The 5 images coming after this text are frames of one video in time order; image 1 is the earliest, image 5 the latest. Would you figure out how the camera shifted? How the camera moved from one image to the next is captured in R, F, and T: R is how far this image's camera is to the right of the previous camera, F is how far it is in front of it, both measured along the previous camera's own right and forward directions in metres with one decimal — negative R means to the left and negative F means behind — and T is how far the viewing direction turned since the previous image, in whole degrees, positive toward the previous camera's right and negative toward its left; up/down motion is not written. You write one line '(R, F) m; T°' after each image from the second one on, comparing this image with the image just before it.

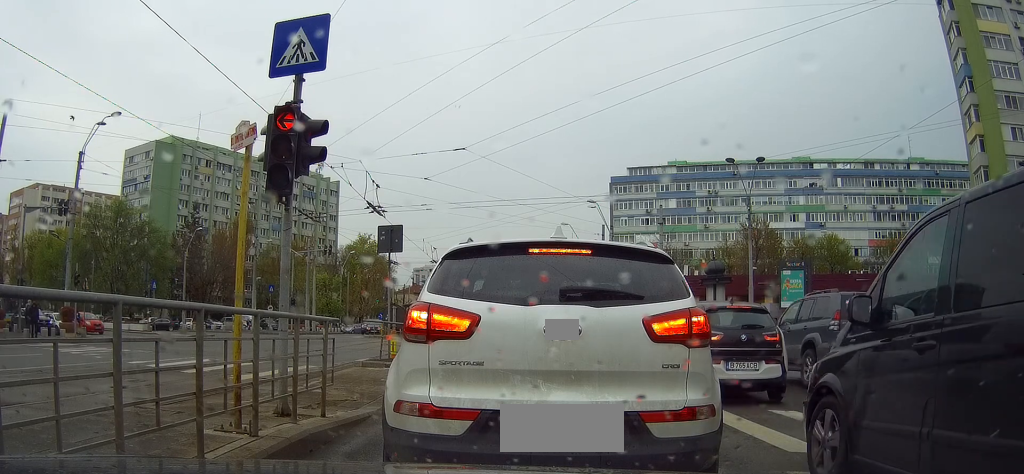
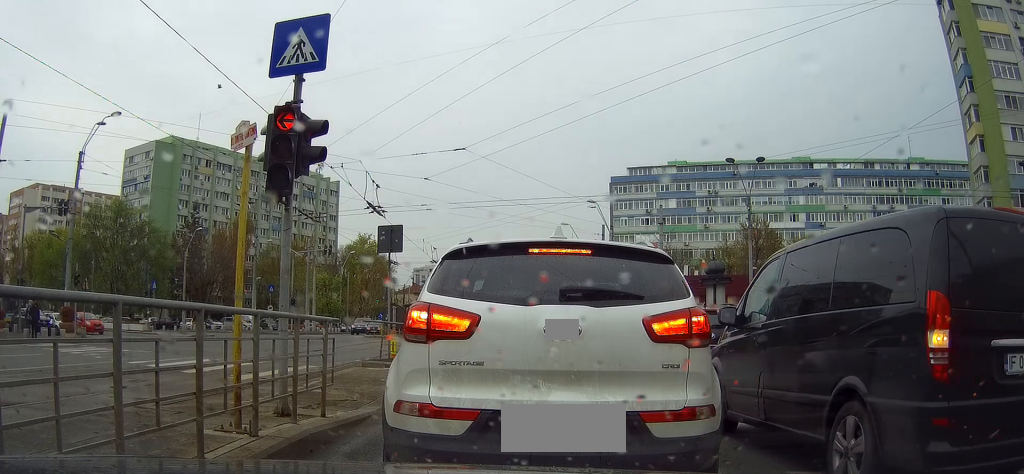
(0.0, 0.0) m; 0°
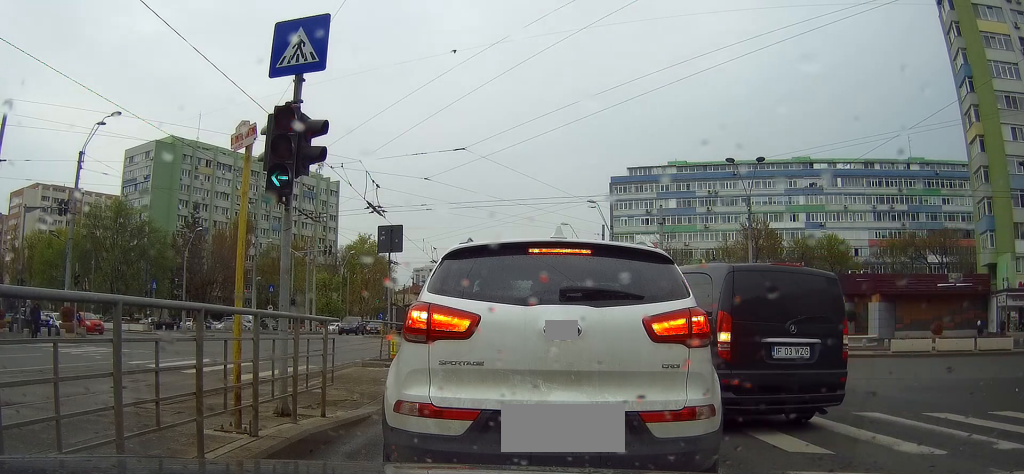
(0.0, 0.0) m; 0°
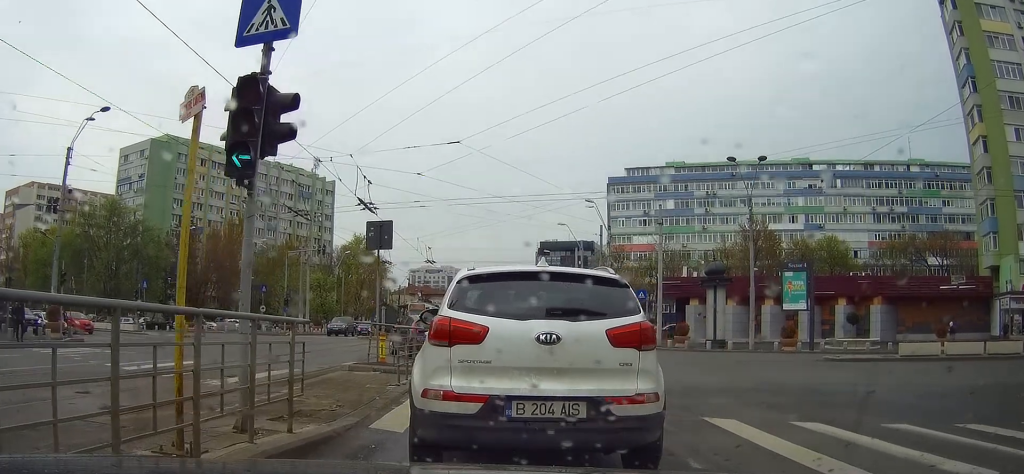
(0.0, +0.4) m; 0°
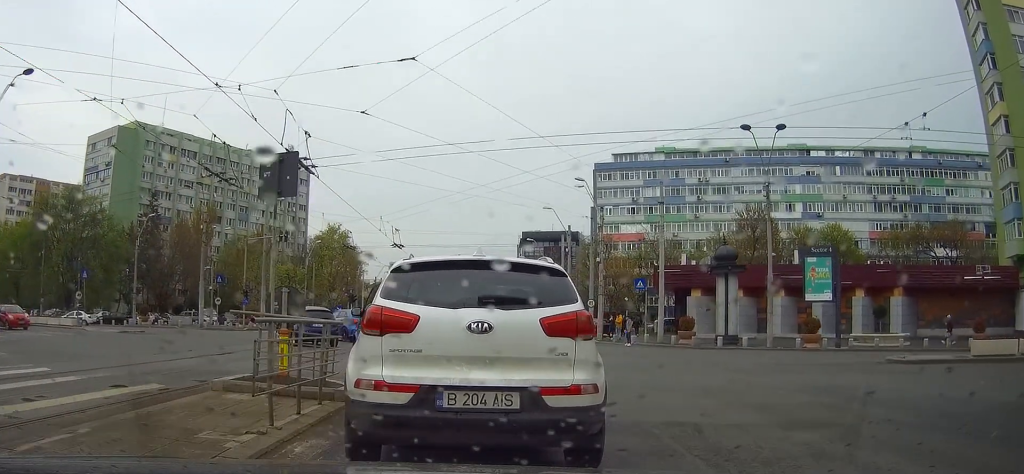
(-0.1, +5.3) m; -4°
